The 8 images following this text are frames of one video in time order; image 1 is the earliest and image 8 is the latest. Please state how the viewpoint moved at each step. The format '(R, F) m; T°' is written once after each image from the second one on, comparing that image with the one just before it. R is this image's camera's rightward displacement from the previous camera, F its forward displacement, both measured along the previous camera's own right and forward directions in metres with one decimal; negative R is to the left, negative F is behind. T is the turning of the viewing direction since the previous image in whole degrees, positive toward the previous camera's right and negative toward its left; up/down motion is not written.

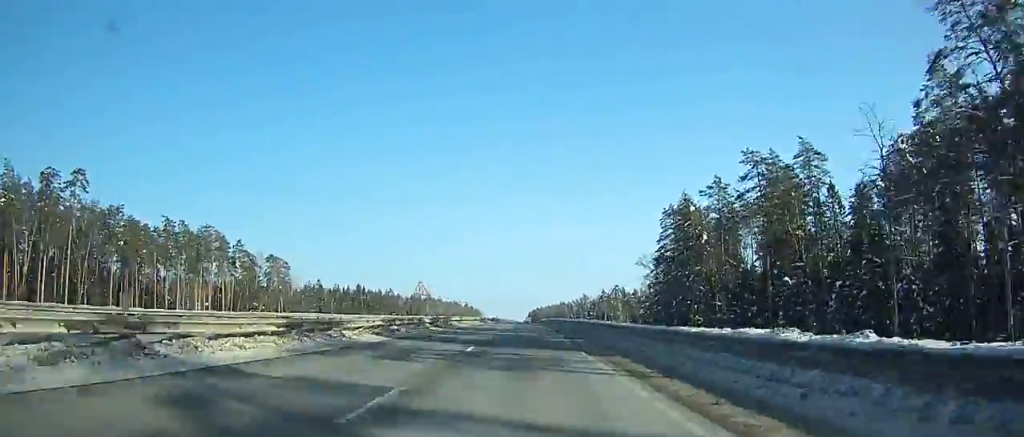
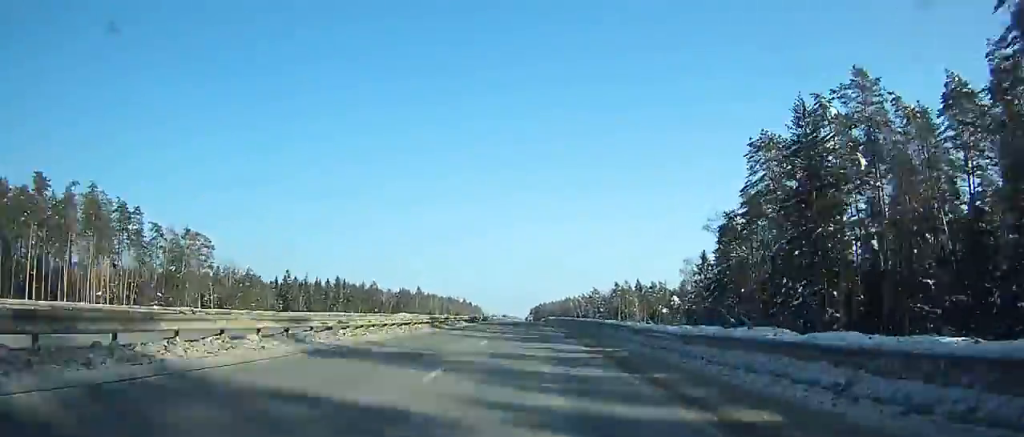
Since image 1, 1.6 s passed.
(0.0, +44.8) m; 0°
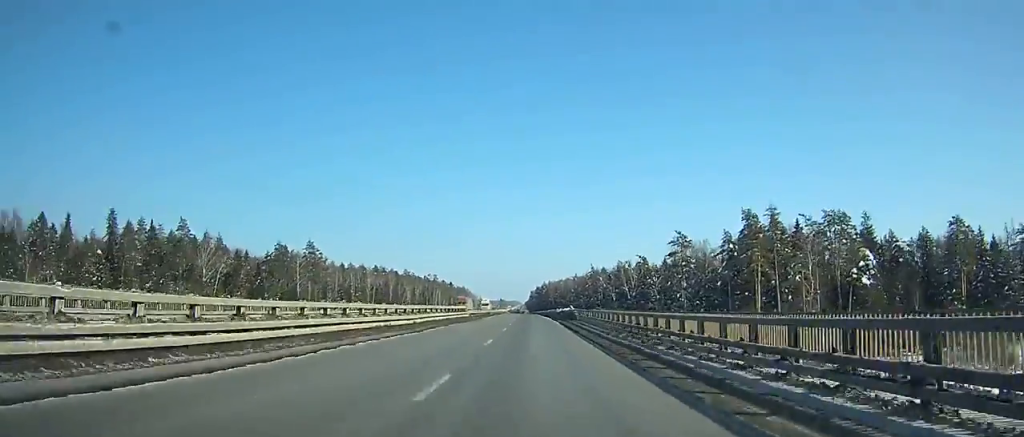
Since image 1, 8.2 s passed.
(-0.6, +181.1) m; 0°
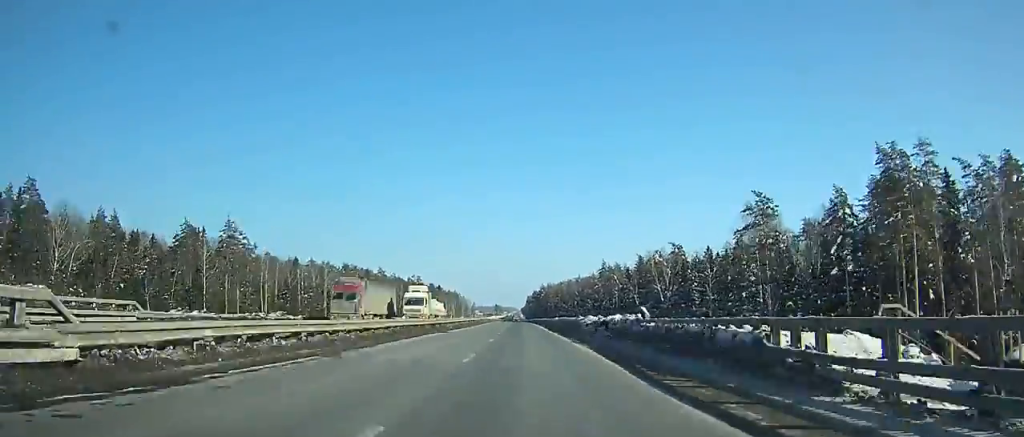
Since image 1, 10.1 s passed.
(+0.2, +51.2) m; 0°
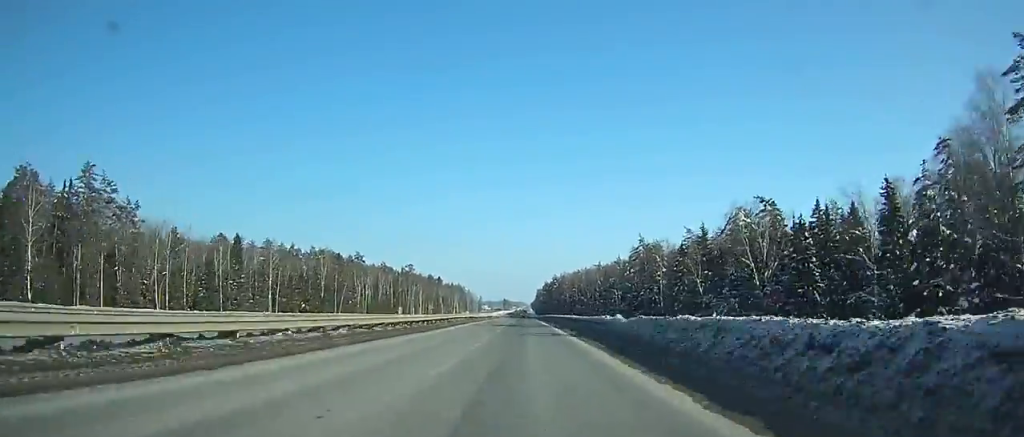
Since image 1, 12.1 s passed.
(-0.4, +53.4) m; -1°
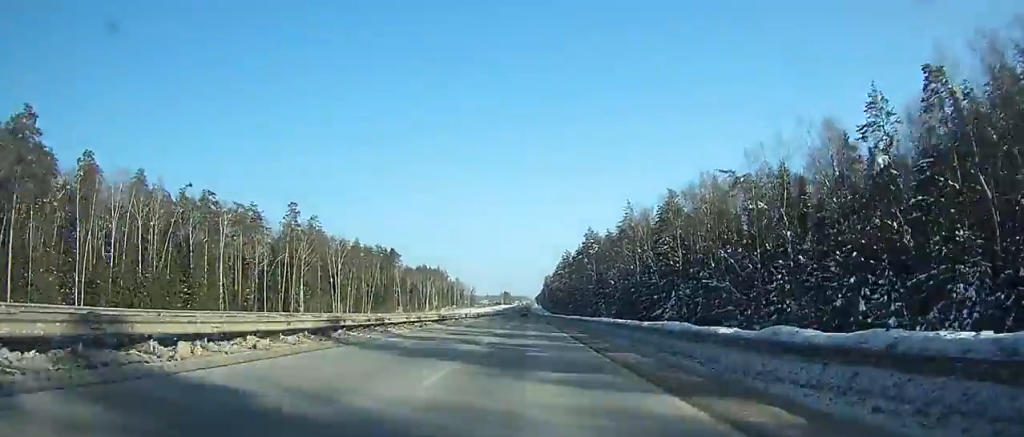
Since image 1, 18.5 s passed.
(-1.5, +170.7) m; -1°
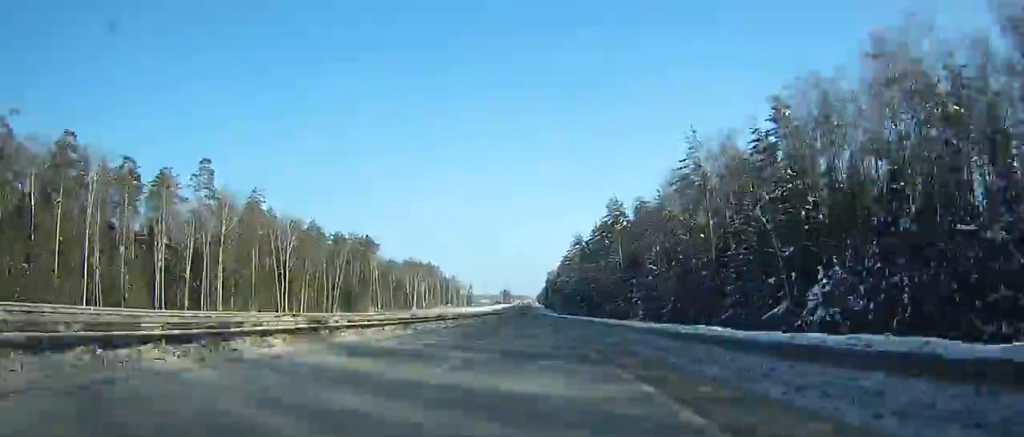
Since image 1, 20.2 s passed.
(-0.1, +45.7) m; 0°
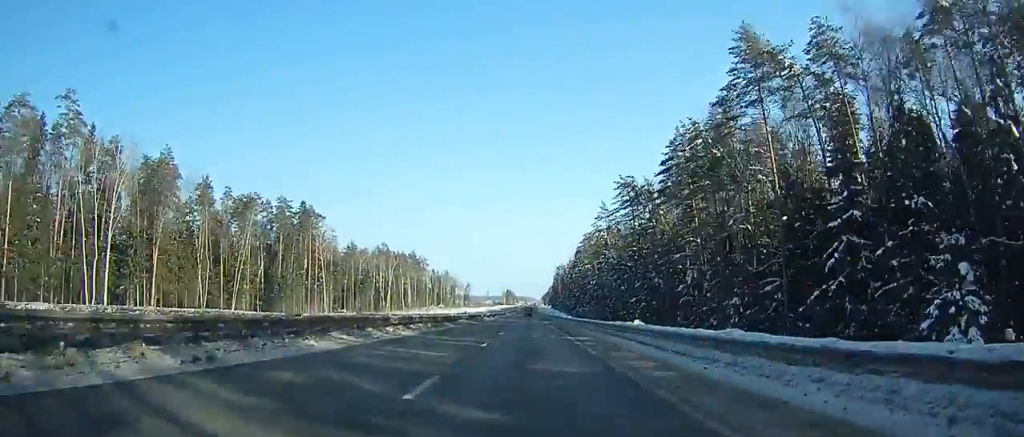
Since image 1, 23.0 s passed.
(-0.3, +75.7) m; 0°
